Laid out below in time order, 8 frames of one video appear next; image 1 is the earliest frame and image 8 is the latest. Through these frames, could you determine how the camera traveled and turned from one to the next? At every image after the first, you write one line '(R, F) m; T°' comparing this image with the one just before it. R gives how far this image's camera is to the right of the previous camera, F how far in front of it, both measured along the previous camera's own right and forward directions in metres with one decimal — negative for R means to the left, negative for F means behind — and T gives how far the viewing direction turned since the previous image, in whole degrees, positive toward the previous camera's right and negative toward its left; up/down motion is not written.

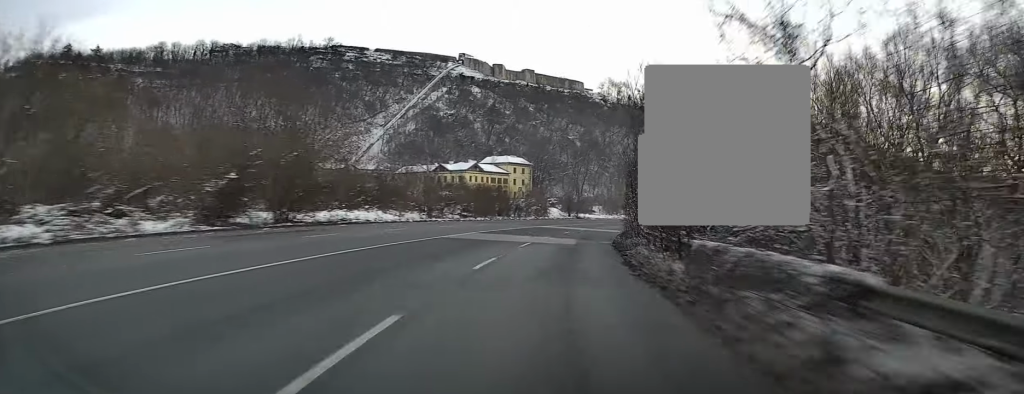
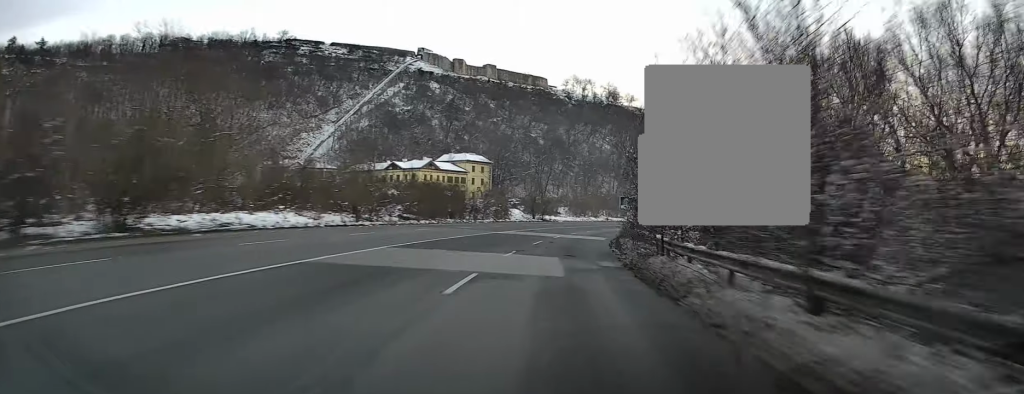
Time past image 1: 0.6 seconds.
(+0.3, +12.7) m; +3°
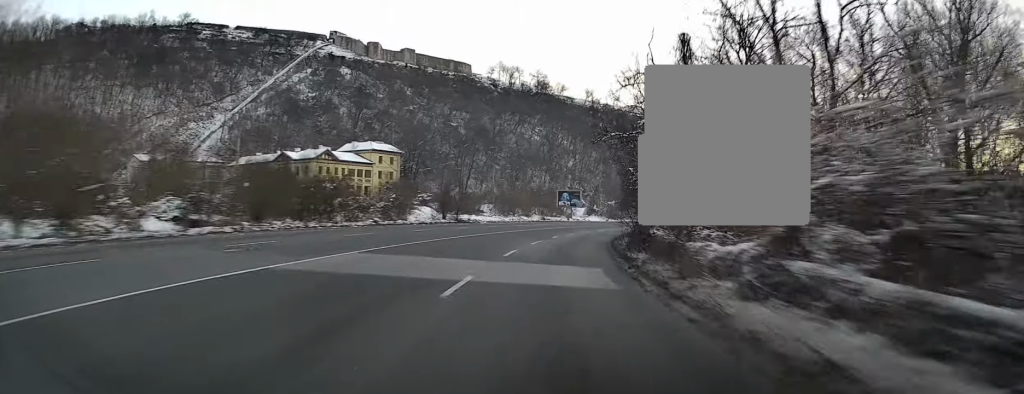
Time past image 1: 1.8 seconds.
(+1.4, +26.3) m; +8°
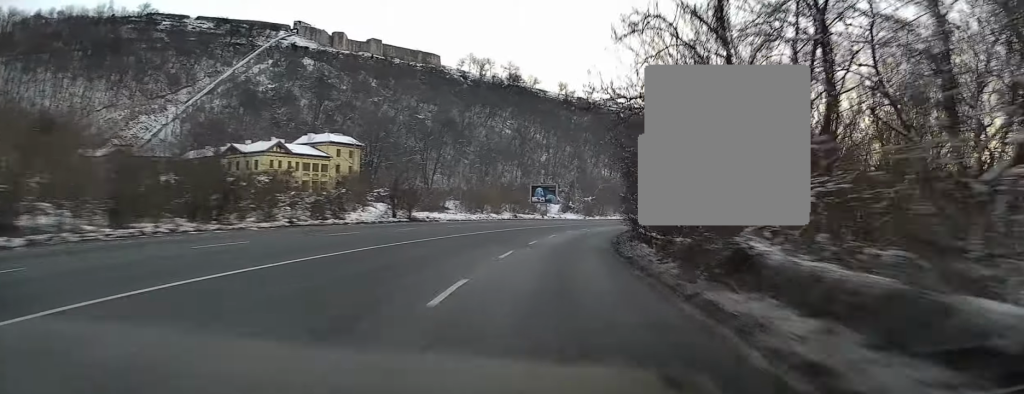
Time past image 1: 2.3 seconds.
(+0.5, +10.8) m; +3°
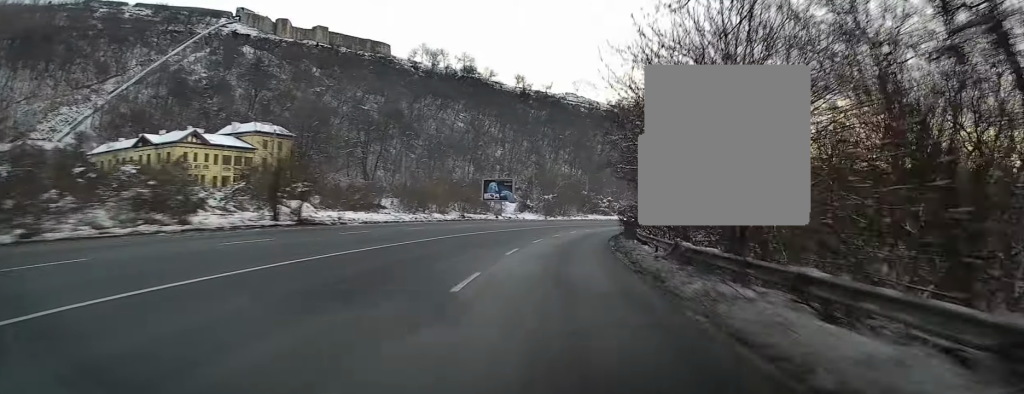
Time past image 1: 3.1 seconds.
(+0.6, +16.0) m; +4°
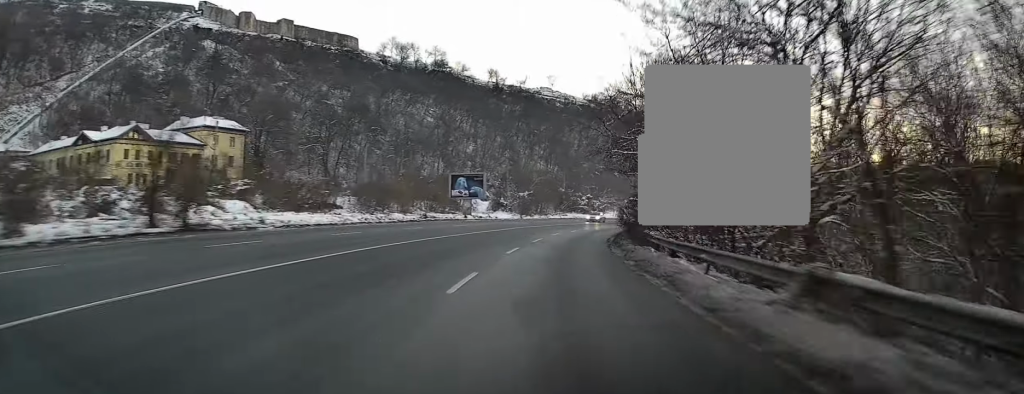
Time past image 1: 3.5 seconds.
(+0.2, +9.5) m; +1°
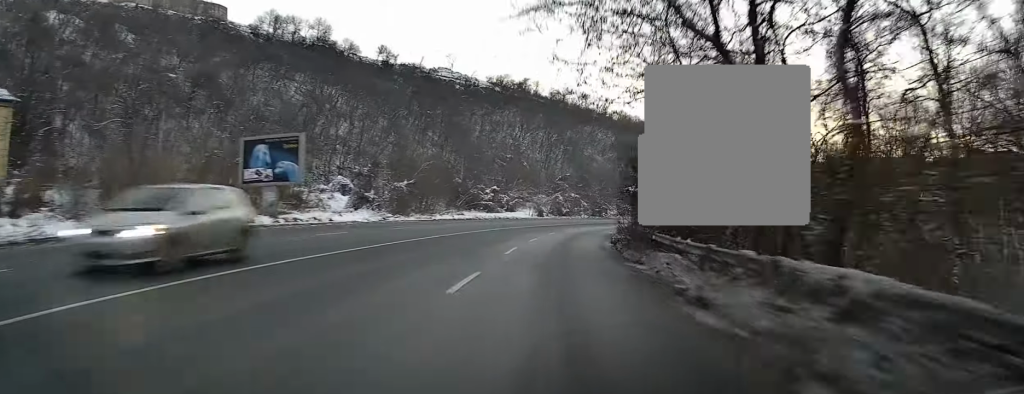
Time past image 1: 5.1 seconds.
(+1.8, +35.5) m; +7°
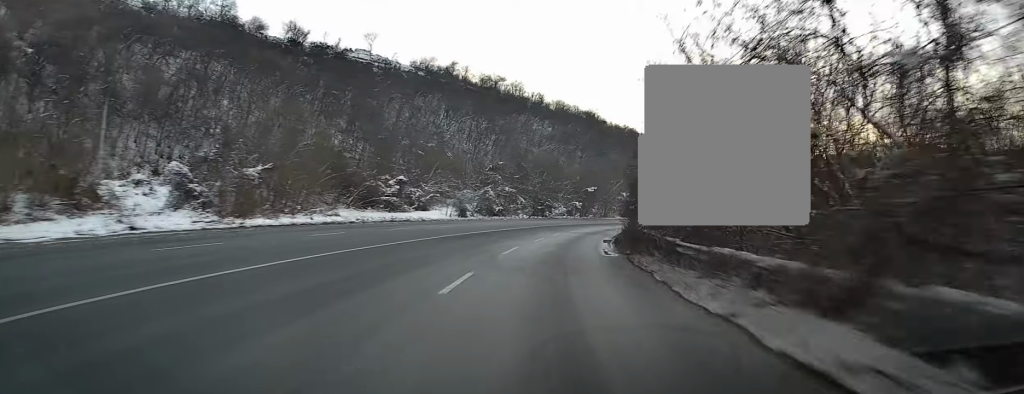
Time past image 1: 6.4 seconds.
(+1.7, +26.9) m; +7°
